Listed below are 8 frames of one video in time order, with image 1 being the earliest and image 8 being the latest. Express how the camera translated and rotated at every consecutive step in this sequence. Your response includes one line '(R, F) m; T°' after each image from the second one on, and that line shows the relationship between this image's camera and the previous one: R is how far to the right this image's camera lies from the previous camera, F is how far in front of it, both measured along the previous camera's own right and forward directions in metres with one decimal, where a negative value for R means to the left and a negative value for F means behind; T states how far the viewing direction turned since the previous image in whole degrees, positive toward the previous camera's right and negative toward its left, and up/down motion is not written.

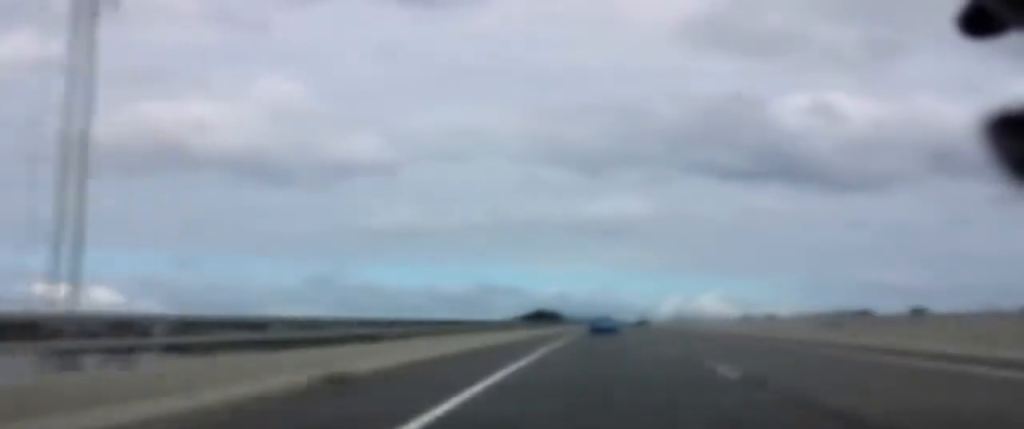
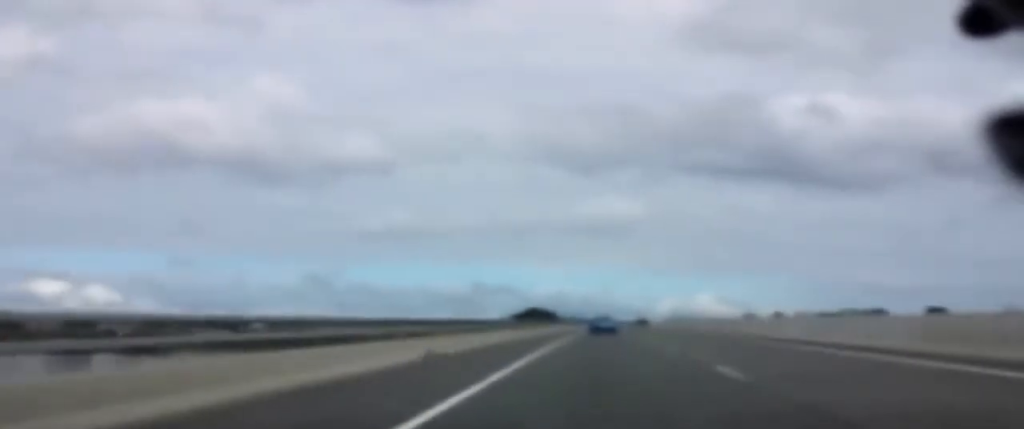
(+0.1, +25.5) m; +1°
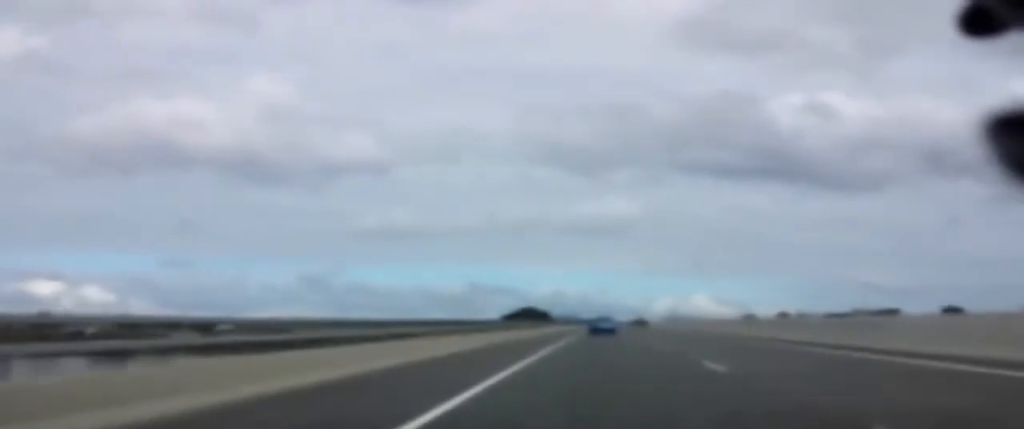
(+0.2, +22.4) m; +1°
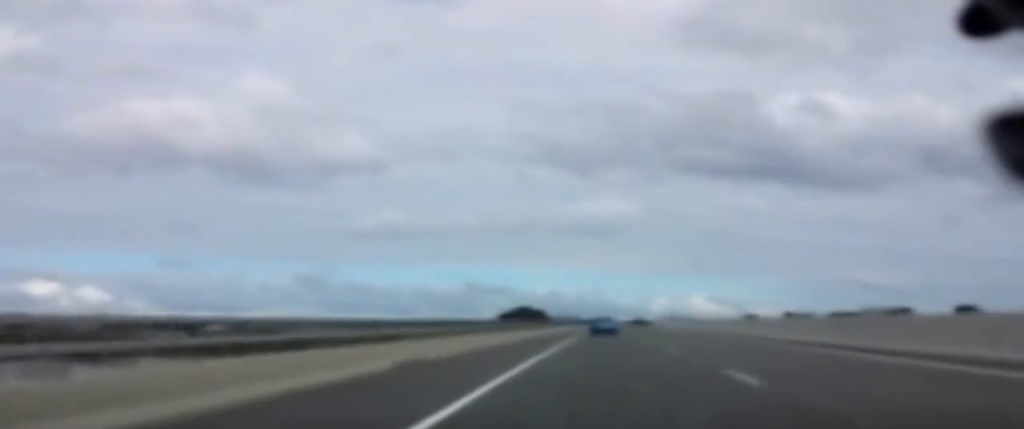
(0.0, +15.3) m; 0°
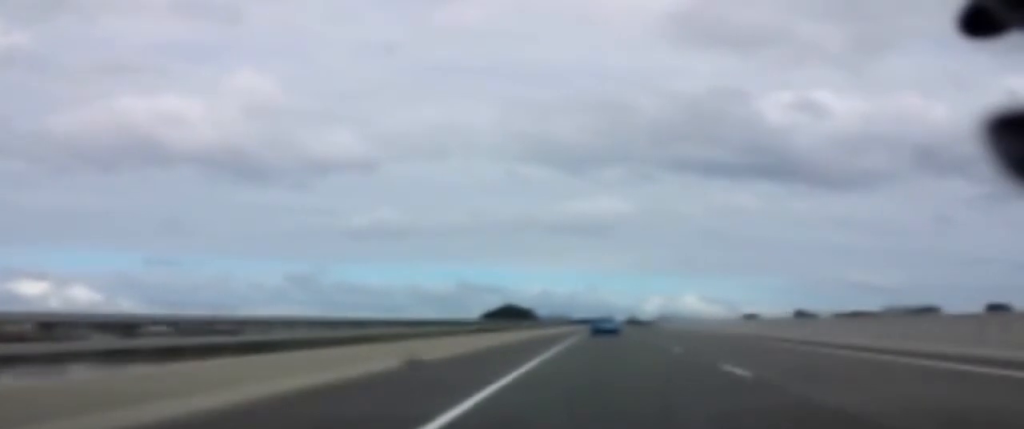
(0.0, +34.6) m; 0°
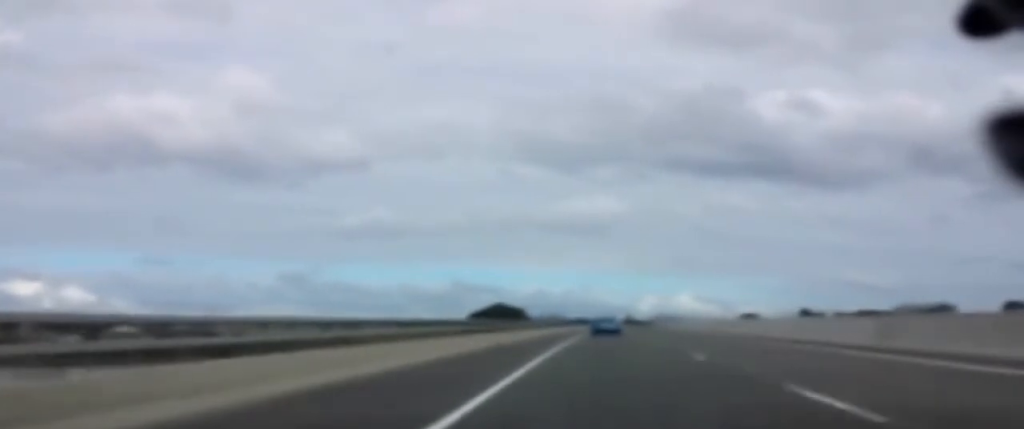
(0.0, +18.3) m; 0°
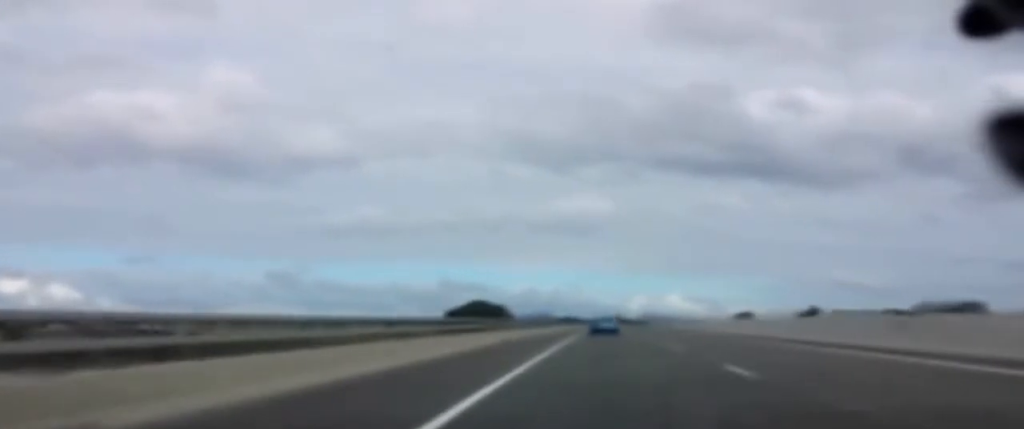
(+0.1, +30.5) m; 0°
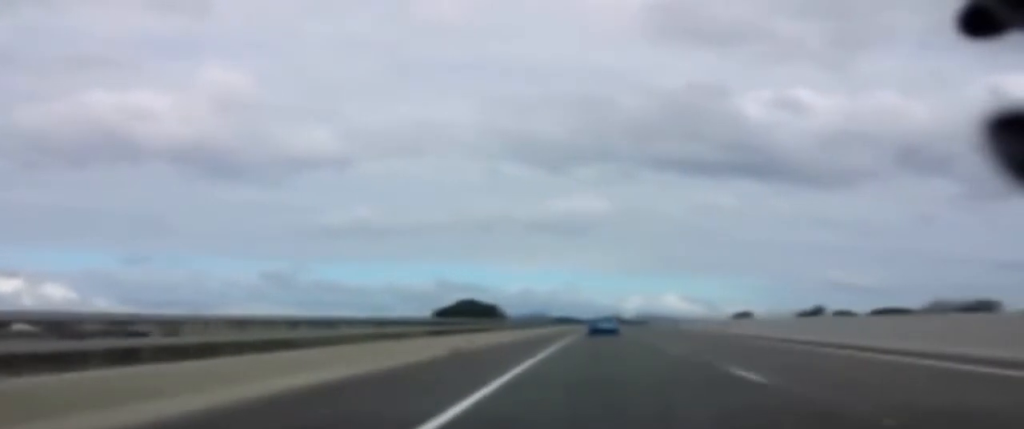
(-0.1, +13.2) m; 0°
